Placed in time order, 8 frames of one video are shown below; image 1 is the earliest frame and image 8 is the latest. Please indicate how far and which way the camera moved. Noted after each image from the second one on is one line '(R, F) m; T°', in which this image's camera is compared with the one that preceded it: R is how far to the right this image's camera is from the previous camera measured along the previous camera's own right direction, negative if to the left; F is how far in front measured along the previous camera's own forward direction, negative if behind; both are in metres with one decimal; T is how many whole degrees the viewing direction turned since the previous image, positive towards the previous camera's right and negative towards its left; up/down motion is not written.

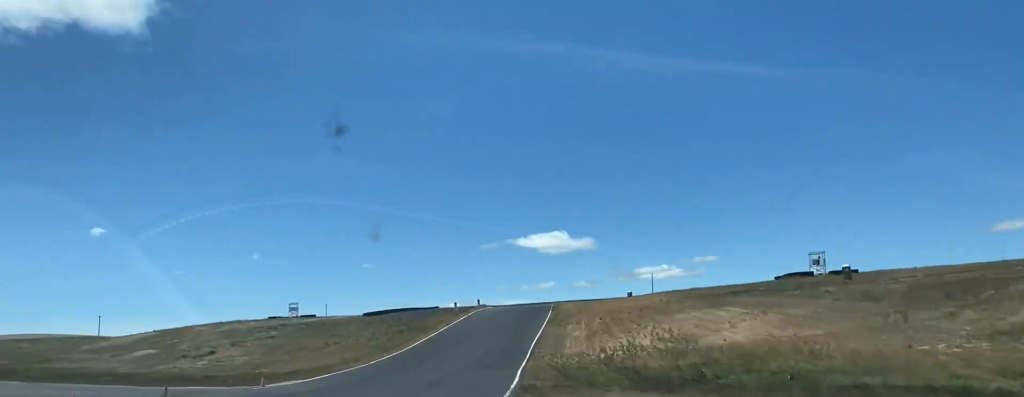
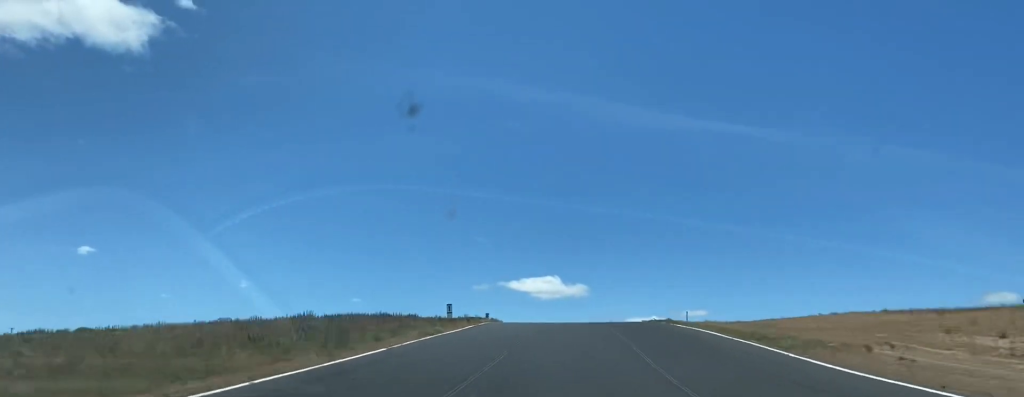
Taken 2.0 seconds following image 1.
(-3.4, +62.0) m; -2°
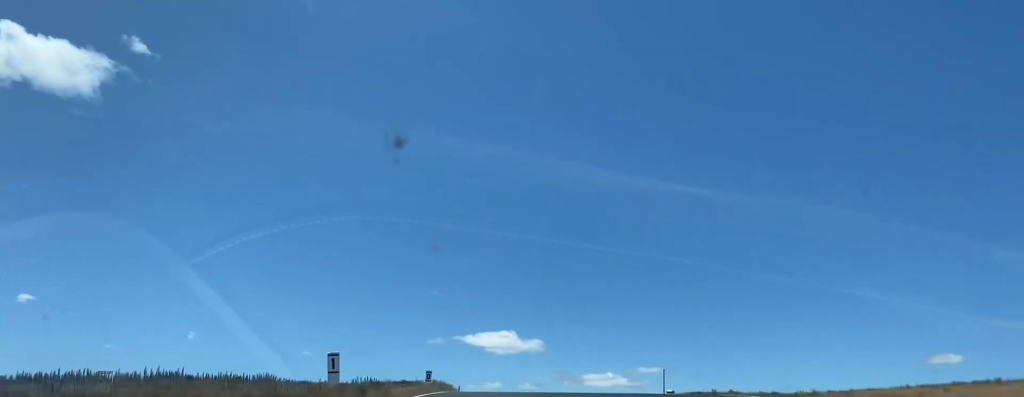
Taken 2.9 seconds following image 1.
(+0.6, +27.1) m; +2°
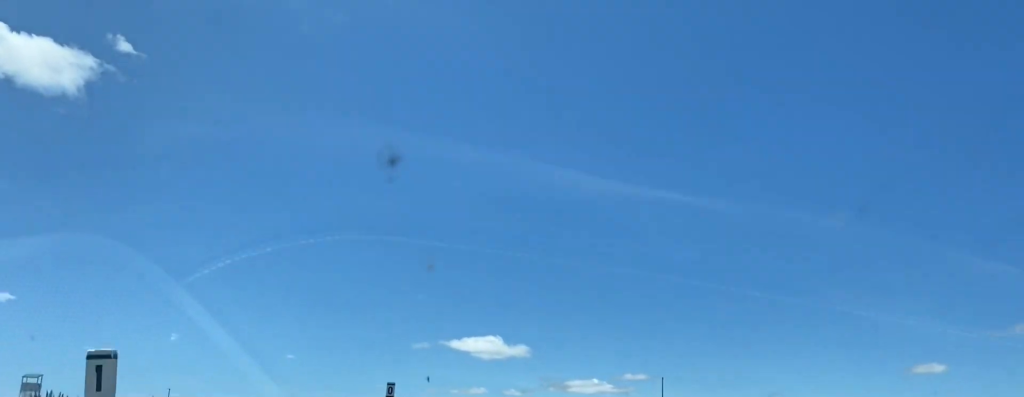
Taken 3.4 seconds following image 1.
(+0.2, +15.3) m; +1°
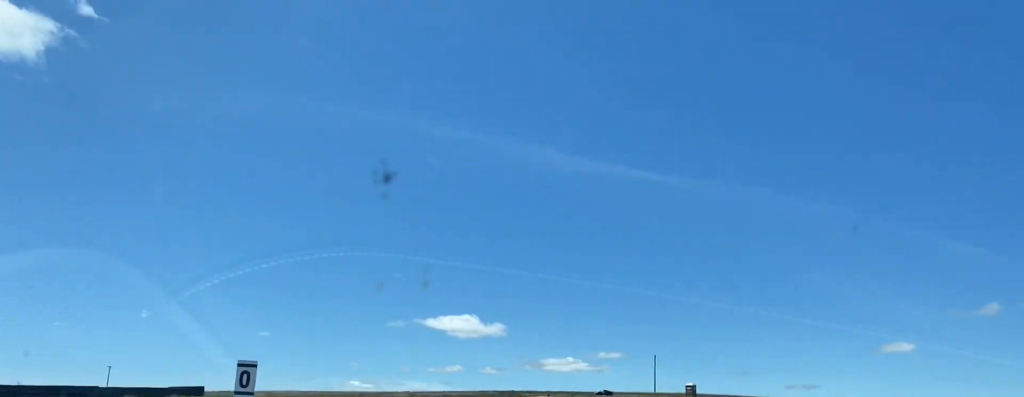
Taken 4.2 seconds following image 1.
(+0.1, +21.9) m; +2°
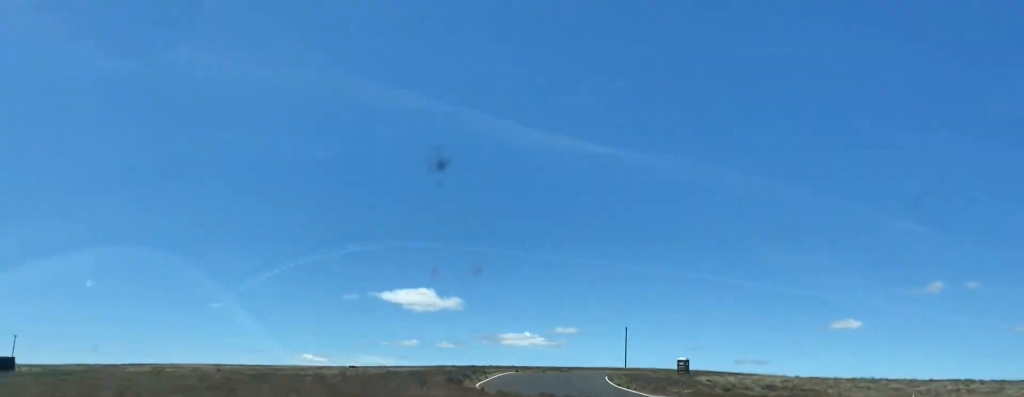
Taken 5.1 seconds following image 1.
(+0.9, +21.2) m; +9°
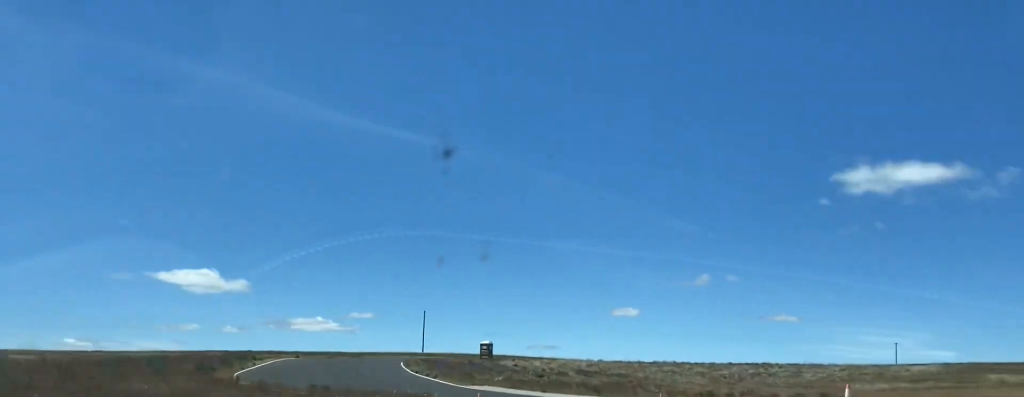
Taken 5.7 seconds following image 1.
(+0.8, +11.6) m; +11°
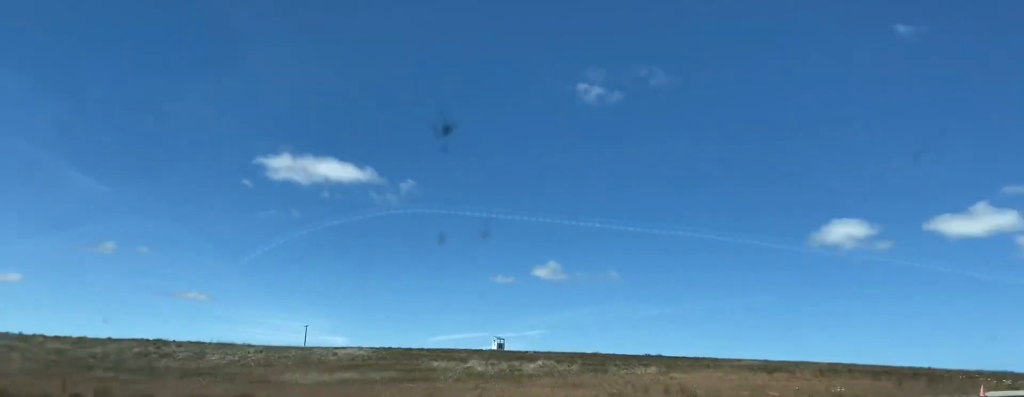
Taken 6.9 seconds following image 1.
(+5.4, +20.4) m; +36°
